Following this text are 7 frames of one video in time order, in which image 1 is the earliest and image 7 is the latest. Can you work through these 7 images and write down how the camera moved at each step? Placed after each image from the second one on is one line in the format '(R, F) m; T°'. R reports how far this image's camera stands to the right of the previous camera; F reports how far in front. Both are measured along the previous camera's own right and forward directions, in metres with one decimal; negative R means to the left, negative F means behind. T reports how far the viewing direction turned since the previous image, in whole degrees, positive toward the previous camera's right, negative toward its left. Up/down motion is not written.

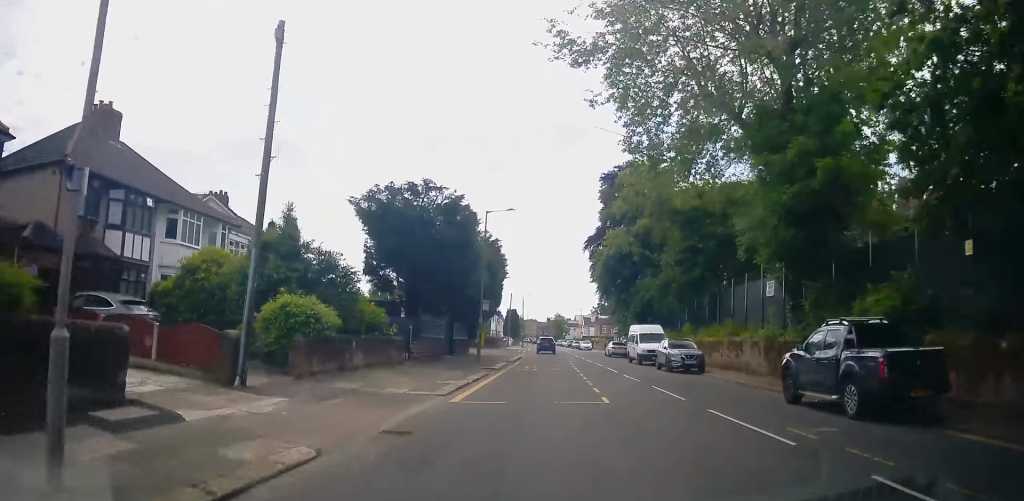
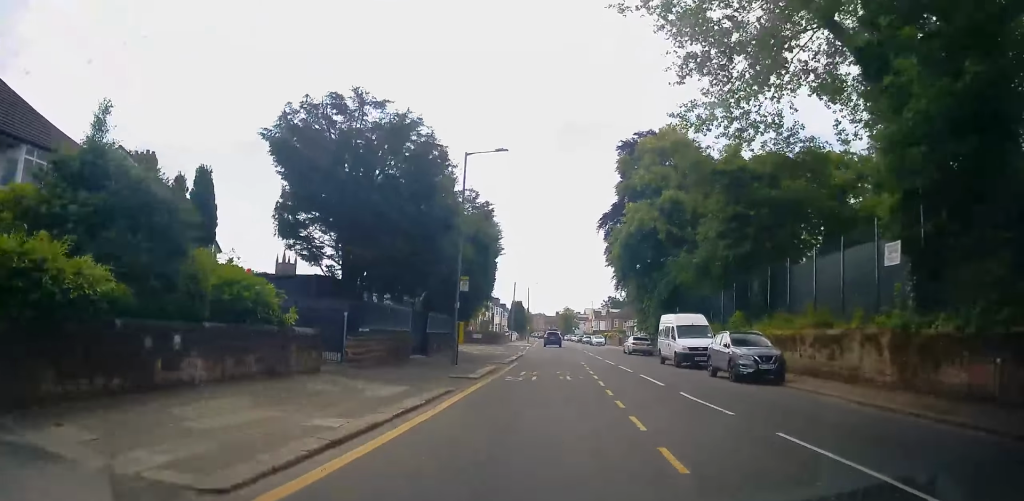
(+0.1, +8.9) m; 0°
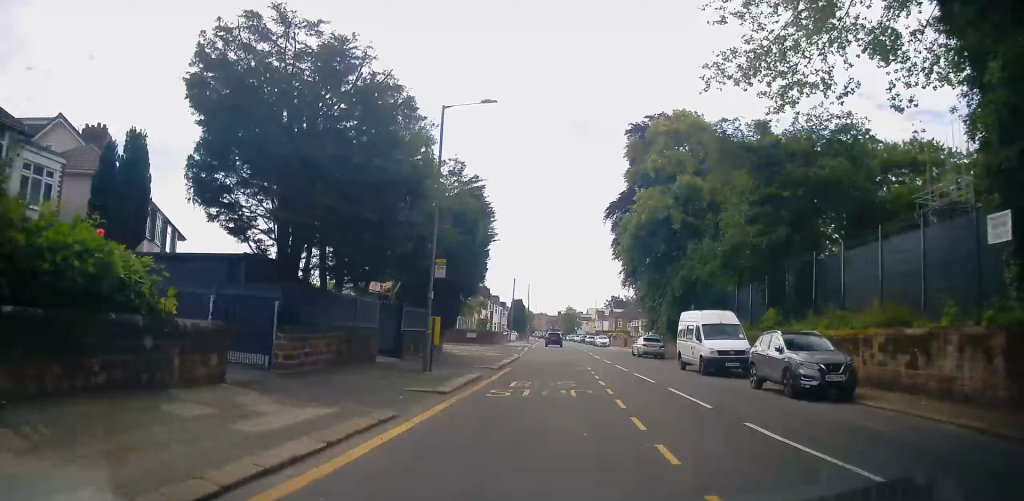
(+0.1, +4.7) m; 0°
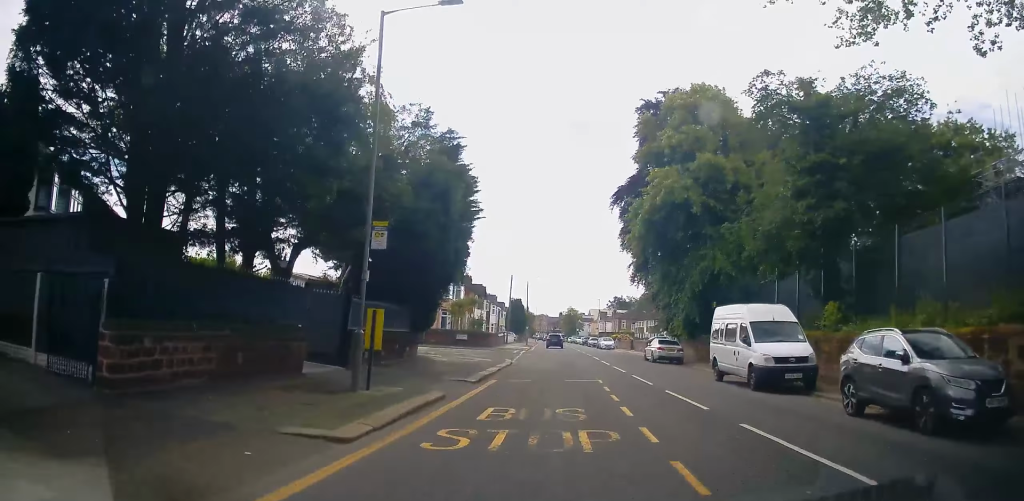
(-0.1, +5.9) m; -1°
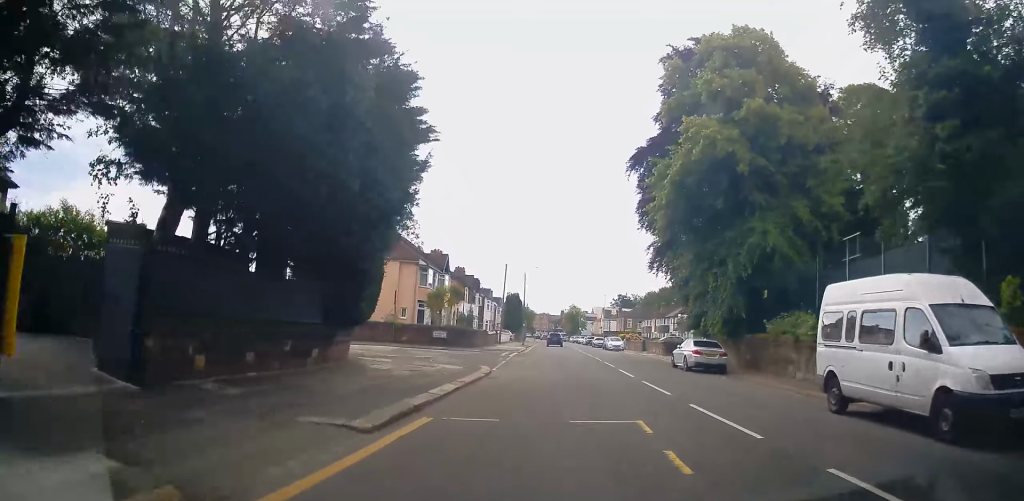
(-0.2, +9.0) m; -1°
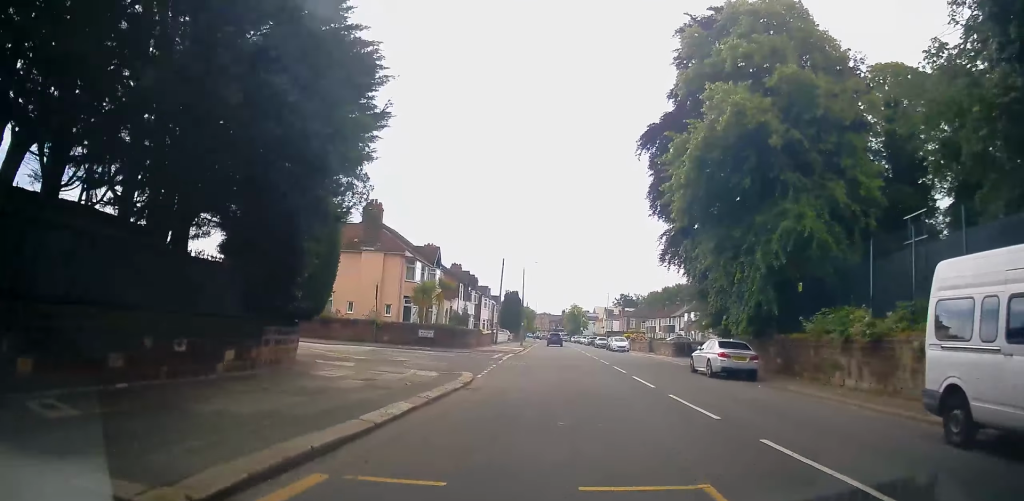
(-0.1, +3.9) m; 0°
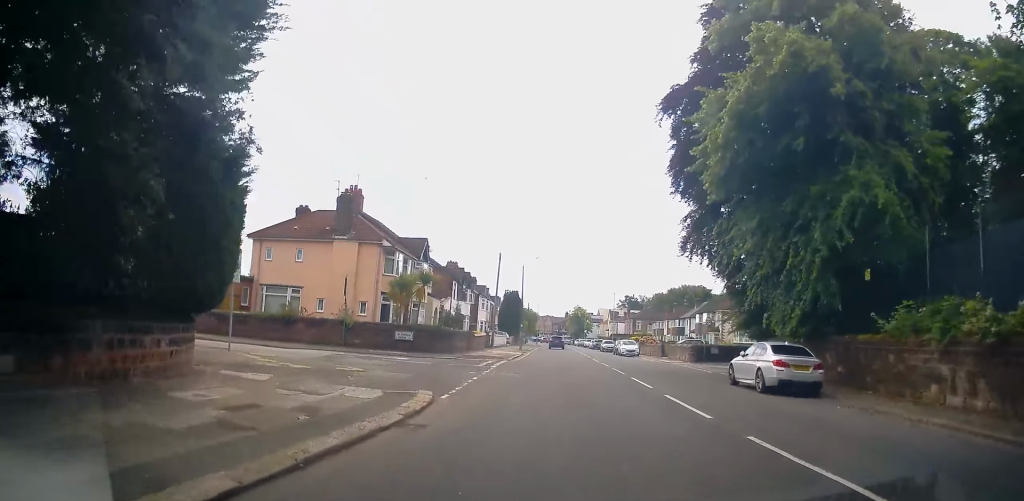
(+0.1, +5.2) m; +1°
